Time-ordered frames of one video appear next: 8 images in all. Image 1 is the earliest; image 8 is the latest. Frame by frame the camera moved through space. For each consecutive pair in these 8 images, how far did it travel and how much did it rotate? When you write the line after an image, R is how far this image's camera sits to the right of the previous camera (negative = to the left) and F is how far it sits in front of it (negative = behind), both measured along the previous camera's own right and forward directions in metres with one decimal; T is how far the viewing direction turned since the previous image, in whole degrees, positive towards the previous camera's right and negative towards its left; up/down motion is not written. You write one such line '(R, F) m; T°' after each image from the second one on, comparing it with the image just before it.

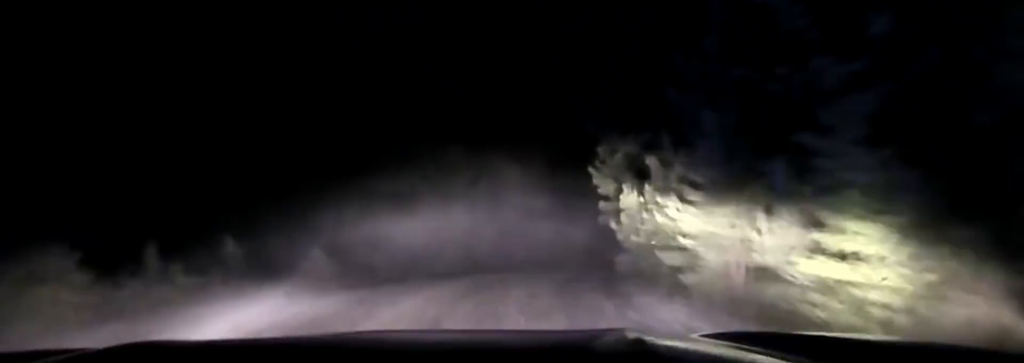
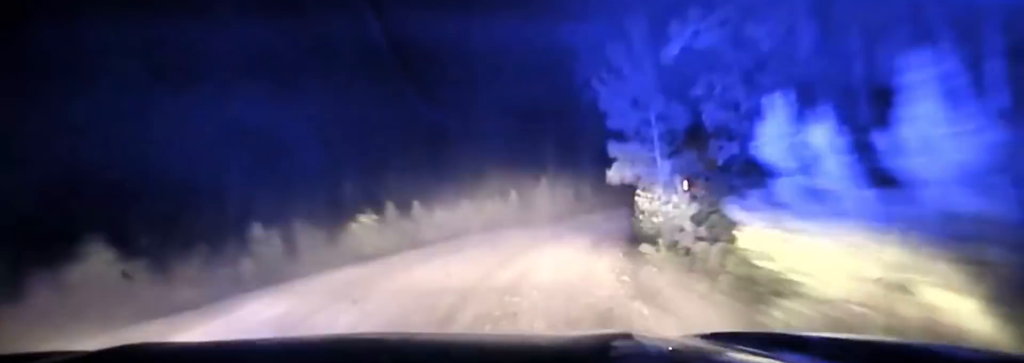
(+0.4, +12.9) m; +3°
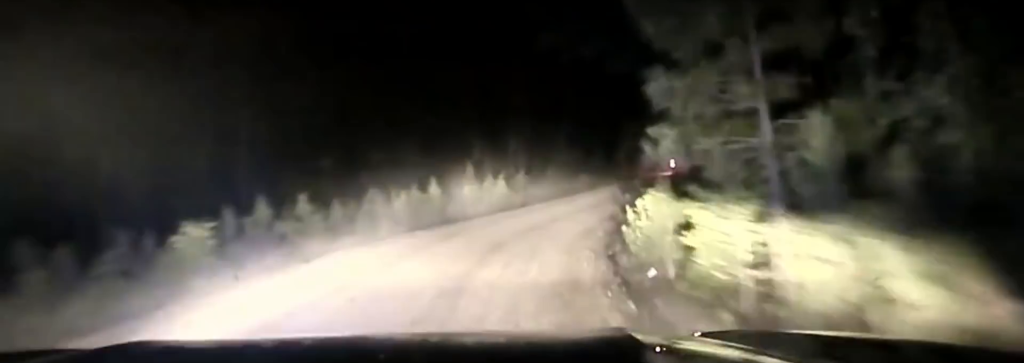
(-0.3, +9.6) m; +4°
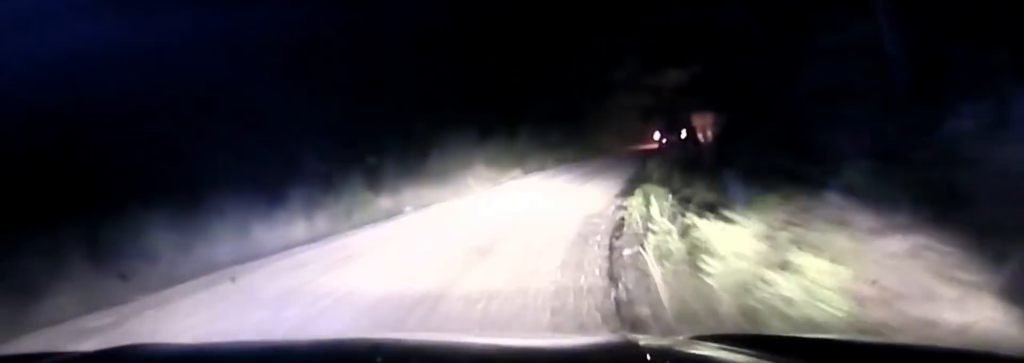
(+1.5, +18.1) m; +9°
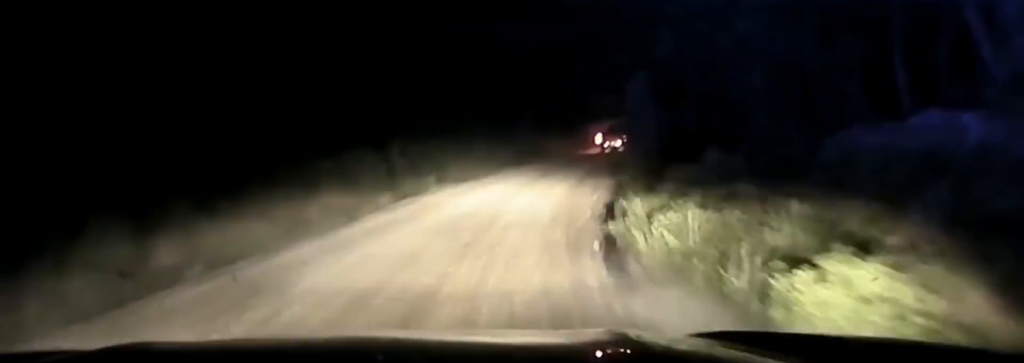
(+0.8, +12.7) m; +6°
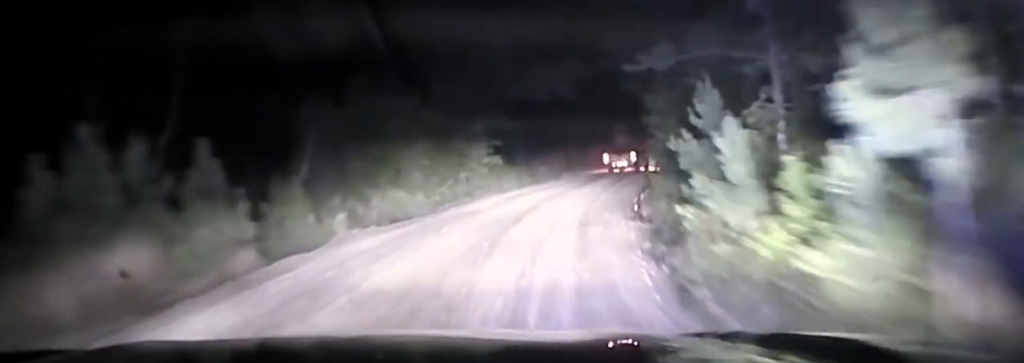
(+0.4, +12.1) m; +5°
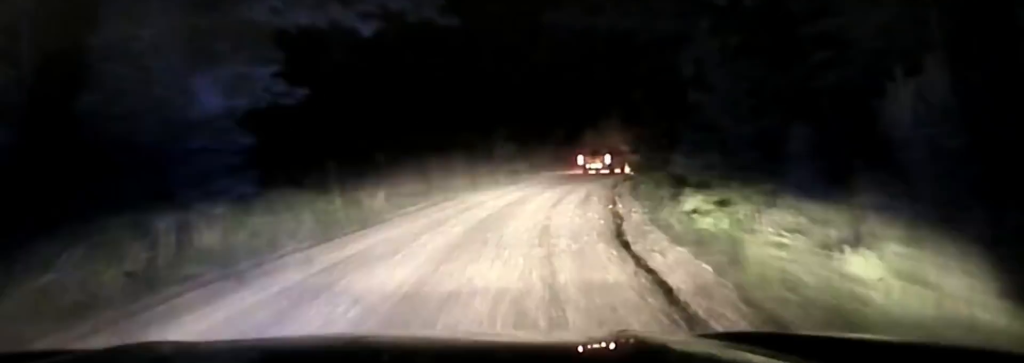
(+2.2, +25.9) m; +9°
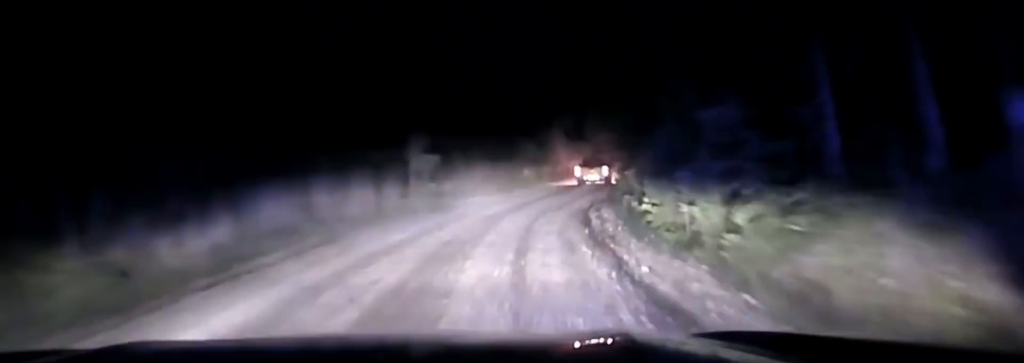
(+0.7, +15.6) m; +4°
